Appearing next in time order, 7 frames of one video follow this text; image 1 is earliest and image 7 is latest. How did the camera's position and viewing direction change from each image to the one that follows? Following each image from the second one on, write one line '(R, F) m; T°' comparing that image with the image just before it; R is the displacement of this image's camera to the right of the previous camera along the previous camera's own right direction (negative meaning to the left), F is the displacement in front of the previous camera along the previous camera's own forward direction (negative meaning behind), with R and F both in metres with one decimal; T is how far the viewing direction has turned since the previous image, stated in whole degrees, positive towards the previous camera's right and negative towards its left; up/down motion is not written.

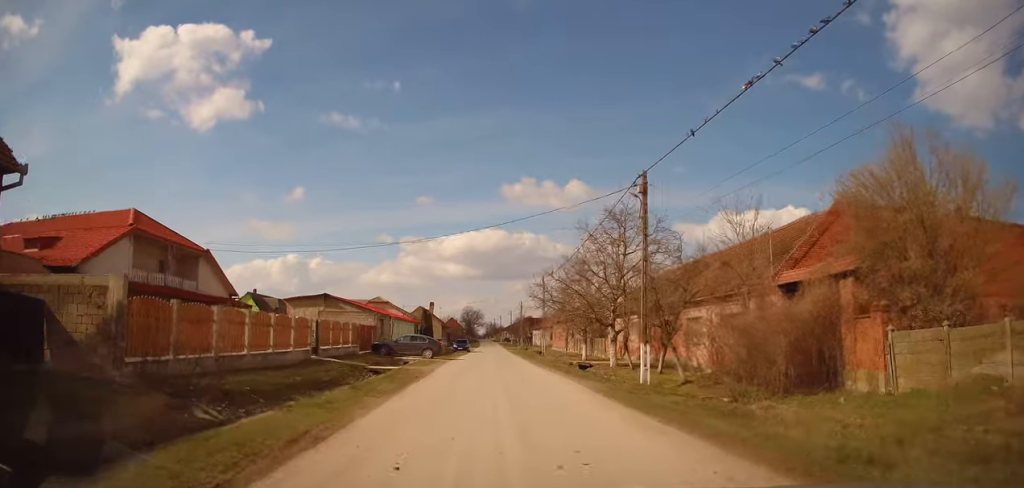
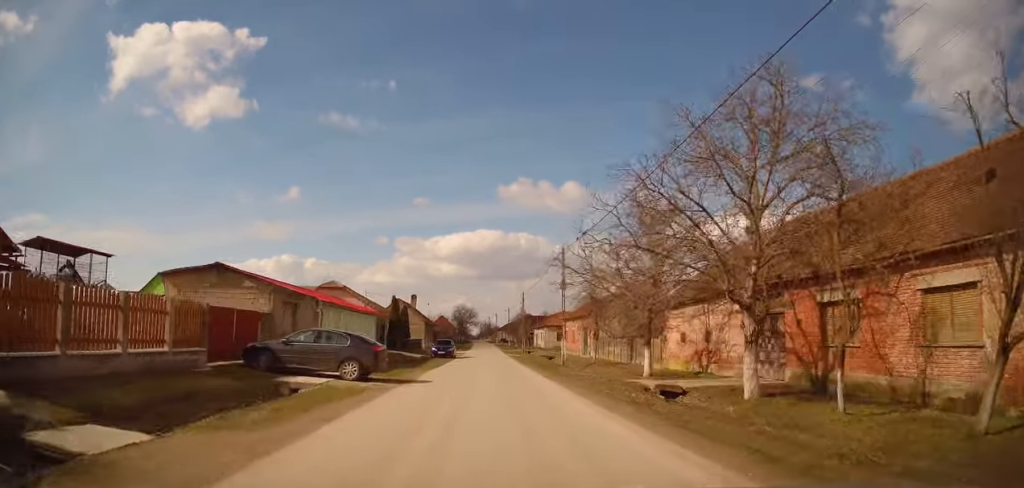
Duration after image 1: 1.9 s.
(-0.6, +17.2) m; +1°
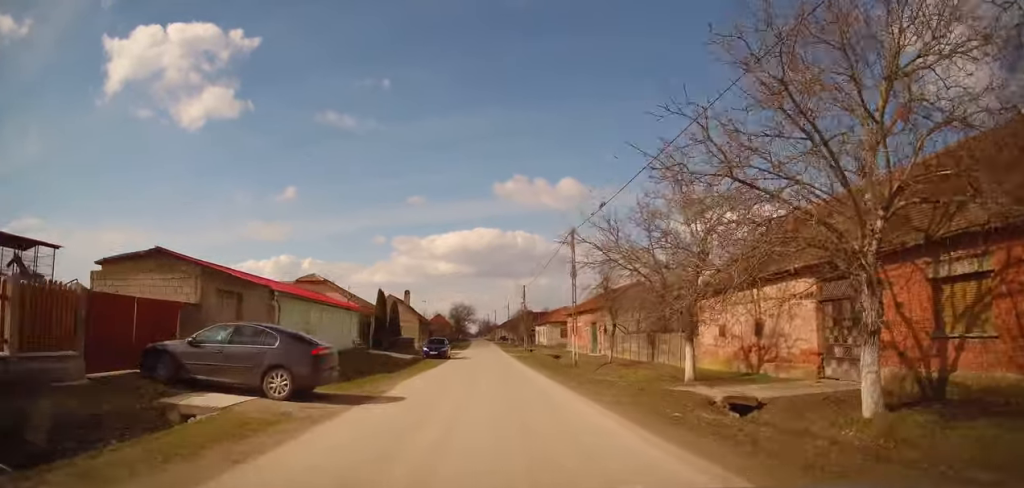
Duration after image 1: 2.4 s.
(+0.2, +5.5) m; 0°
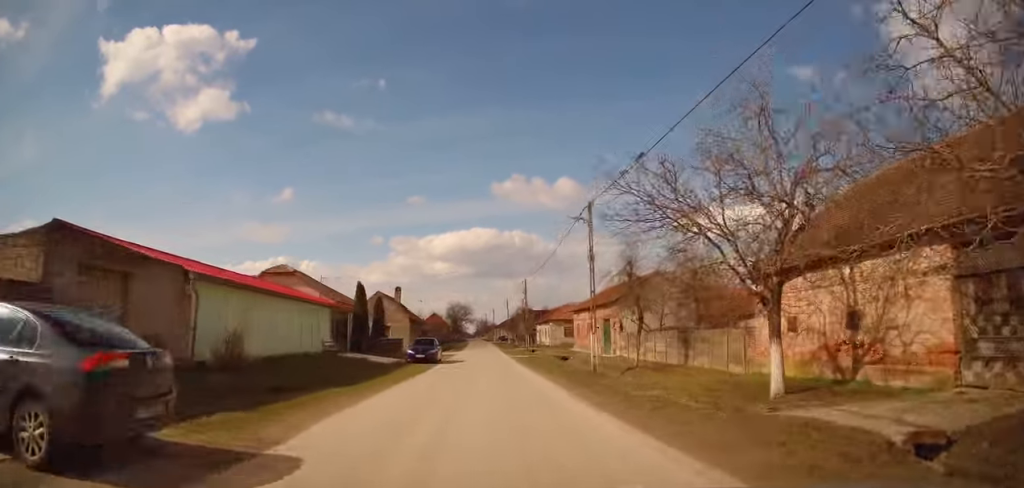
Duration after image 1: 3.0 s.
(+0.3, +6.3) m; 0°
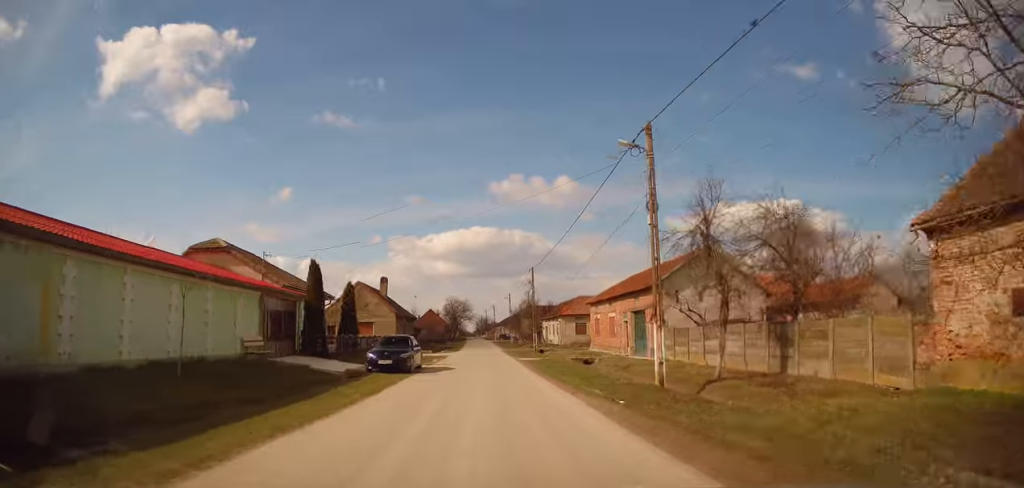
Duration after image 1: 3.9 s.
(-0.5, +9.9) m; 0°
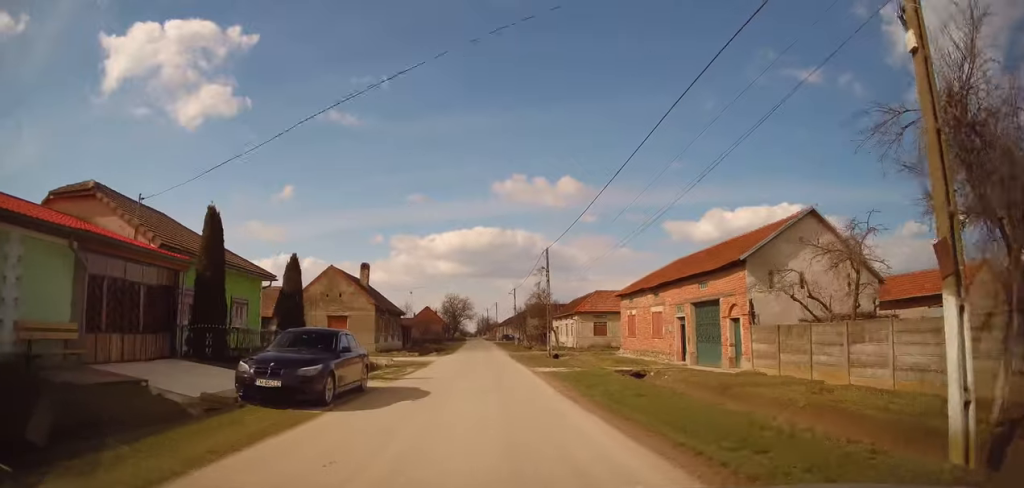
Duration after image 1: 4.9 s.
(+0.4, +11.2) m; +1°
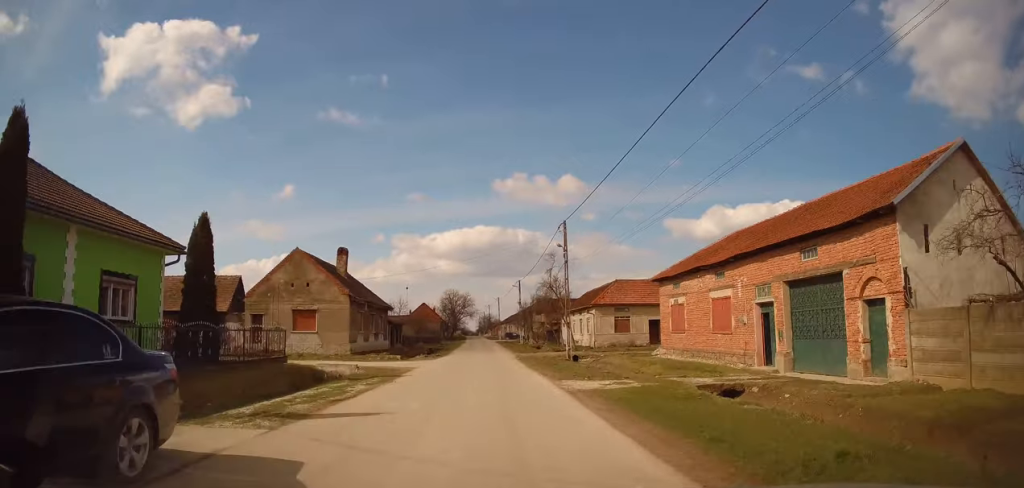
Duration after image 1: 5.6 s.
(-0.1, +9.1) m; -1°
